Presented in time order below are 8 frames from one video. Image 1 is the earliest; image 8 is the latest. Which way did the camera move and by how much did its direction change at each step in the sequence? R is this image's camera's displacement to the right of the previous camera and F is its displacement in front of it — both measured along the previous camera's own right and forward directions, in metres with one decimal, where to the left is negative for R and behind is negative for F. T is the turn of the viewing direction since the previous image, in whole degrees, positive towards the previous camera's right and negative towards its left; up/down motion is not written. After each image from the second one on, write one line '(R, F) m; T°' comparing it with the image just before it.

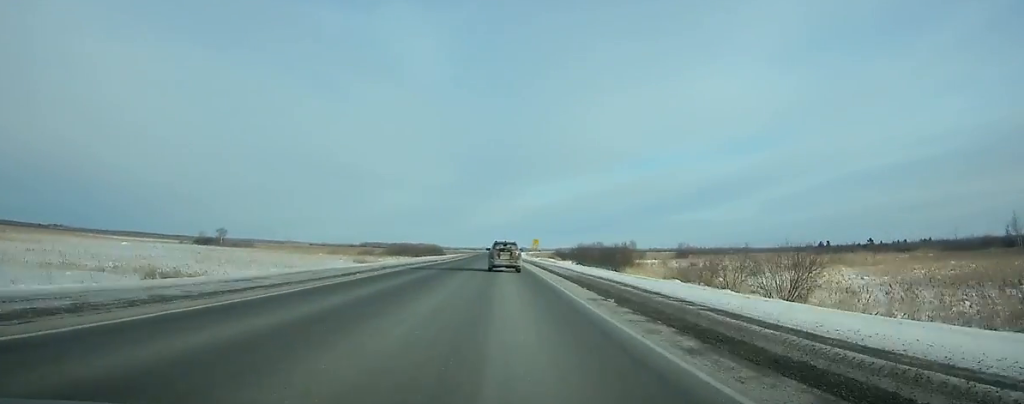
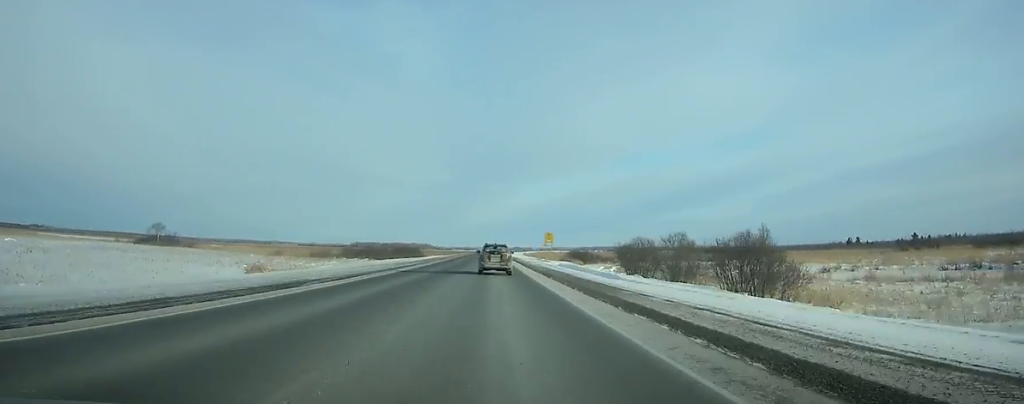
(+0.1, +46.6) m; 0°
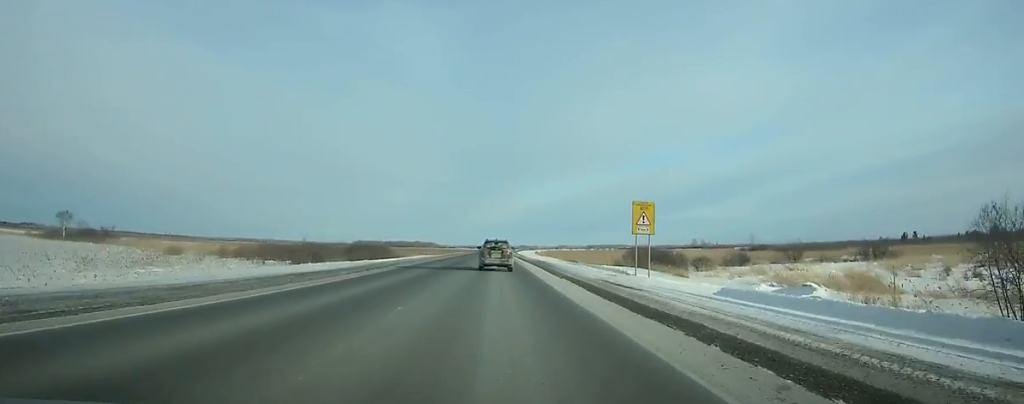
(+0.1, +53.1) m; 0°
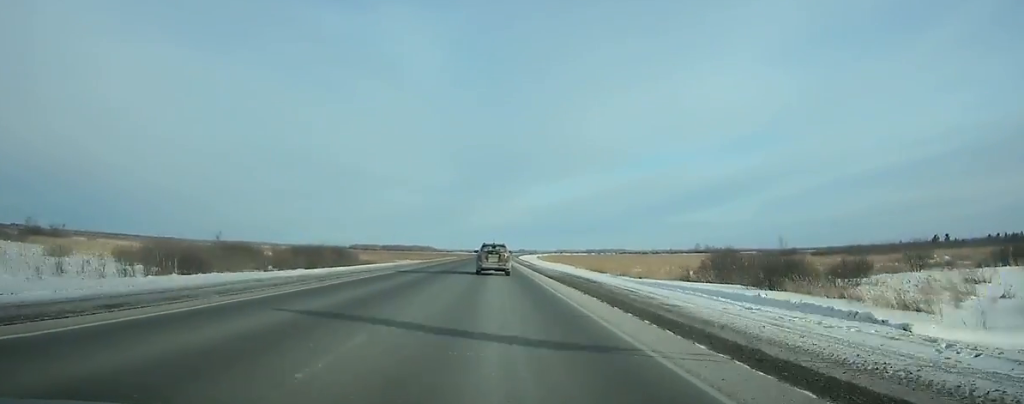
(0.0, +28.7) m; 0°
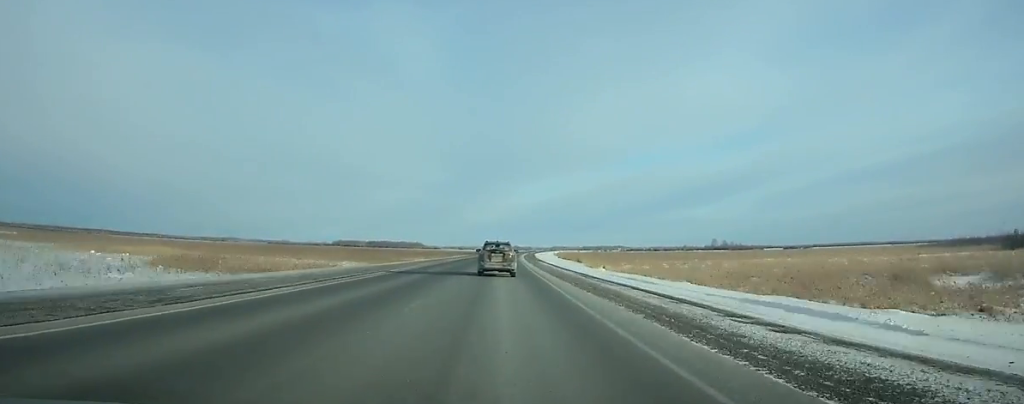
(+0.6, +125.9) m; +1°
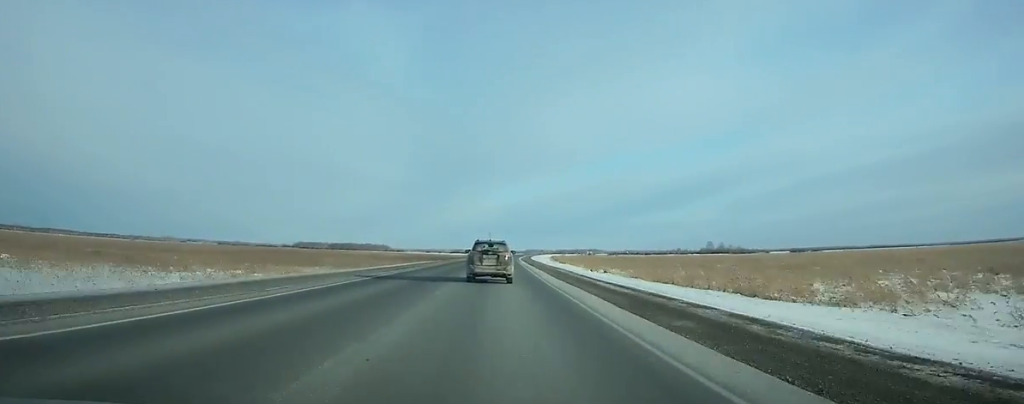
(+2.1, +113.9) m; +2°
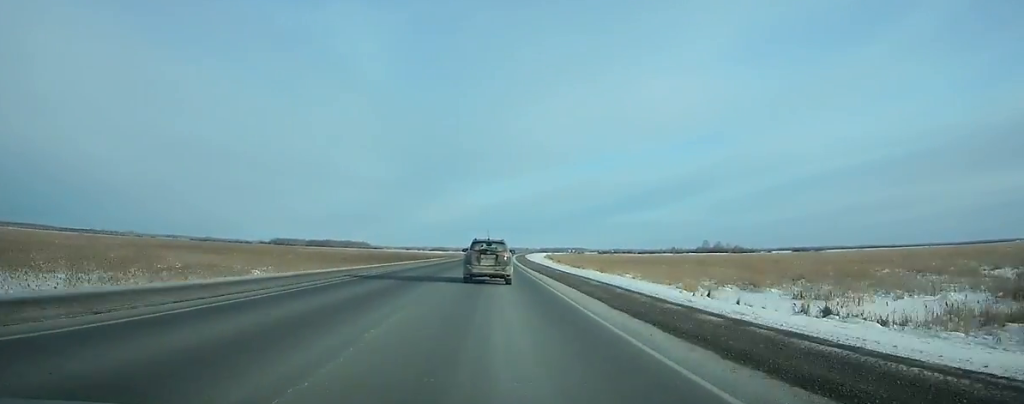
(+0.4, +56.8) m; +1°
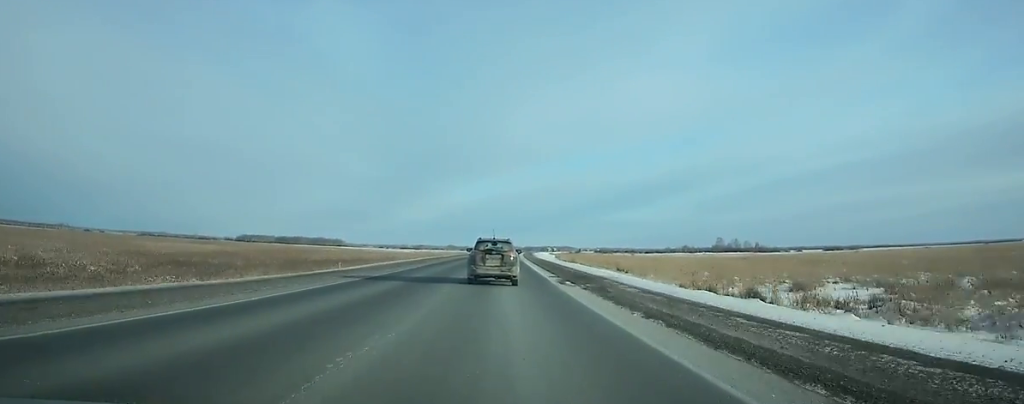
(+2.3, +122.6) m; +2°
